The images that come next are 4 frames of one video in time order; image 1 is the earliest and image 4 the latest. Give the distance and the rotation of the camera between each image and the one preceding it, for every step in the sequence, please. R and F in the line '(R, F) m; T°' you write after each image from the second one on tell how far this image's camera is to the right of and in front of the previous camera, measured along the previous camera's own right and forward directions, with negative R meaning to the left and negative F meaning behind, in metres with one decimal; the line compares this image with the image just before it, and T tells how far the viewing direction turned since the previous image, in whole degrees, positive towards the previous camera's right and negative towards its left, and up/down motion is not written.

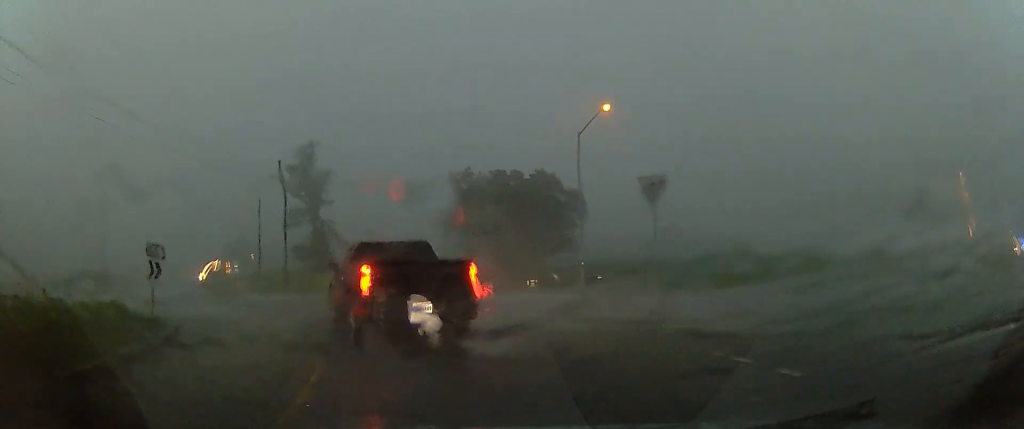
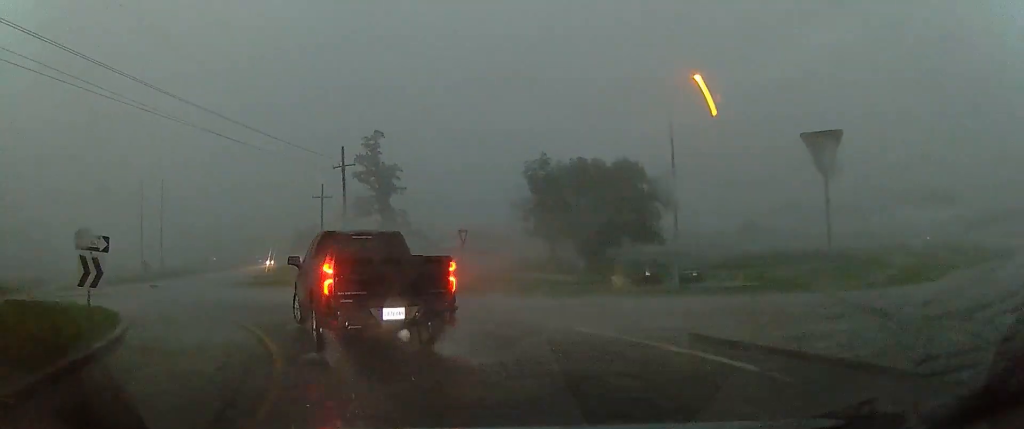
(-0.3, +5.2) m; -9°
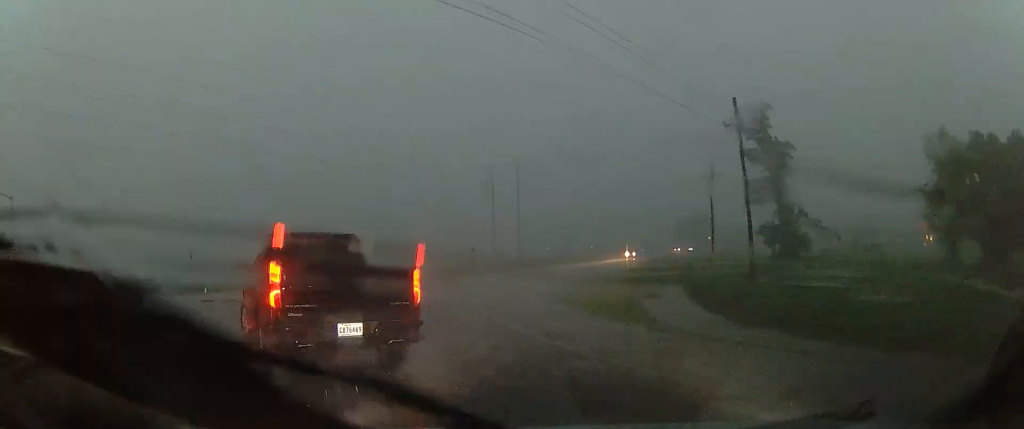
(-6.2, +14.3) m; -40°
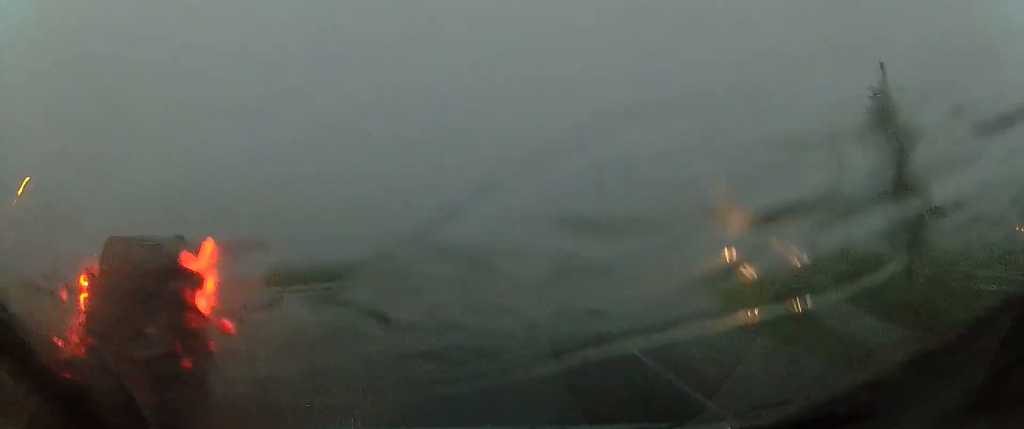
(0.0, +6.7) m; 0°
